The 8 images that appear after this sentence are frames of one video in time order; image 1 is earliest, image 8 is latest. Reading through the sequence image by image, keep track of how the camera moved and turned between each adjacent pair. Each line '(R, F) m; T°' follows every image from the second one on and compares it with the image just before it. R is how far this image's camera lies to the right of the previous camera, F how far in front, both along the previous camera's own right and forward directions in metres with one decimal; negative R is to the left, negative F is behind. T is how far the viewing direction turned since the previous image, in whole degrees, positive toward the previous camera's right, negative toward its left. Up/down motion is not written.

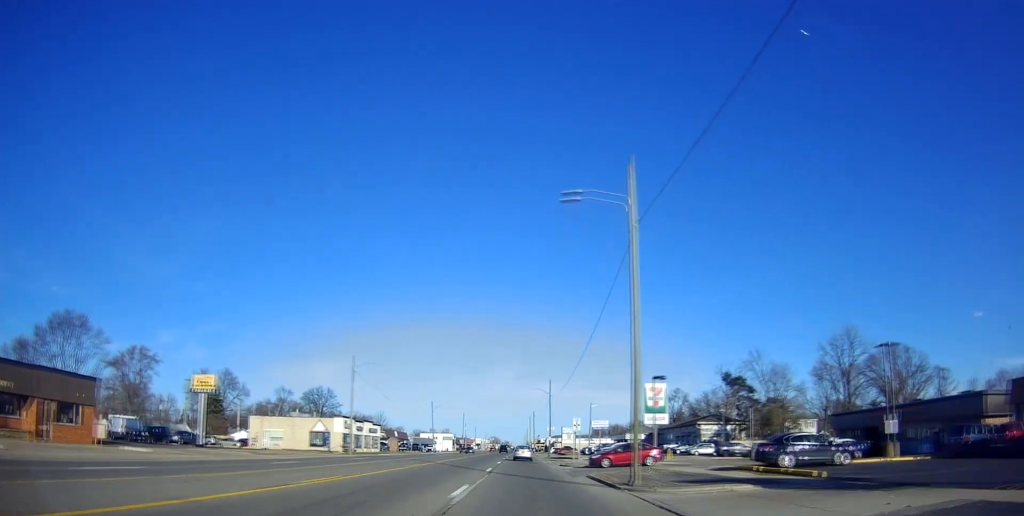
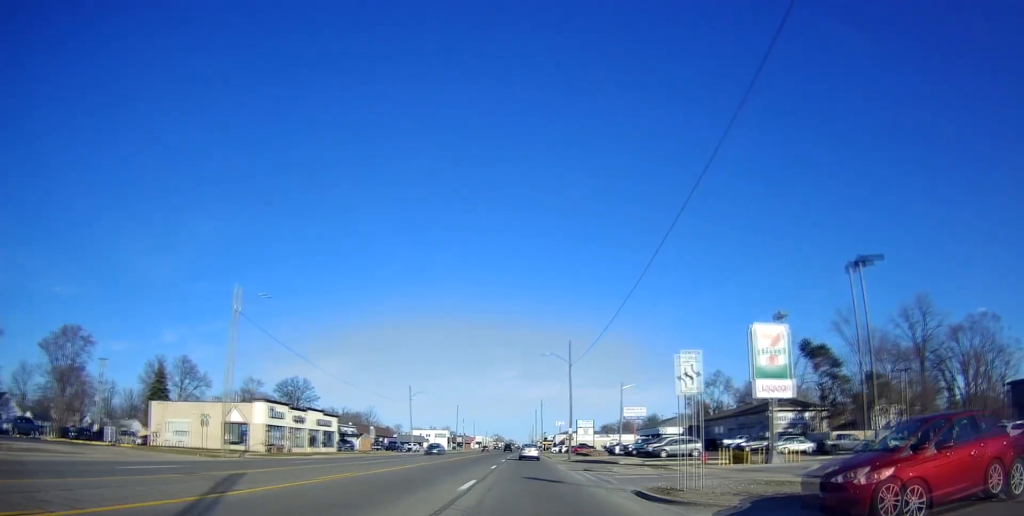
(+0.4, +28.7) m; +1°
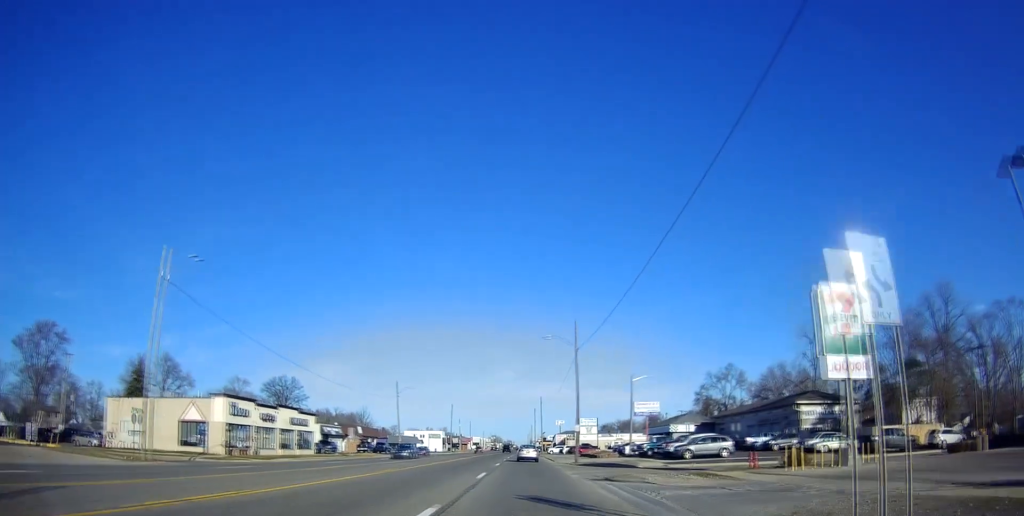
(0.0, +8.4) m; -1°
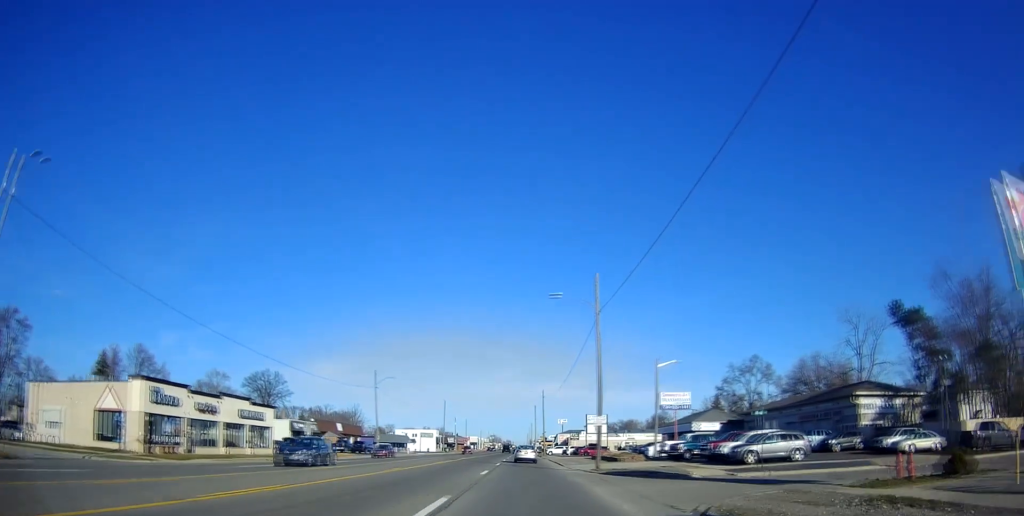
(-0.1, +12.9) m; -1°
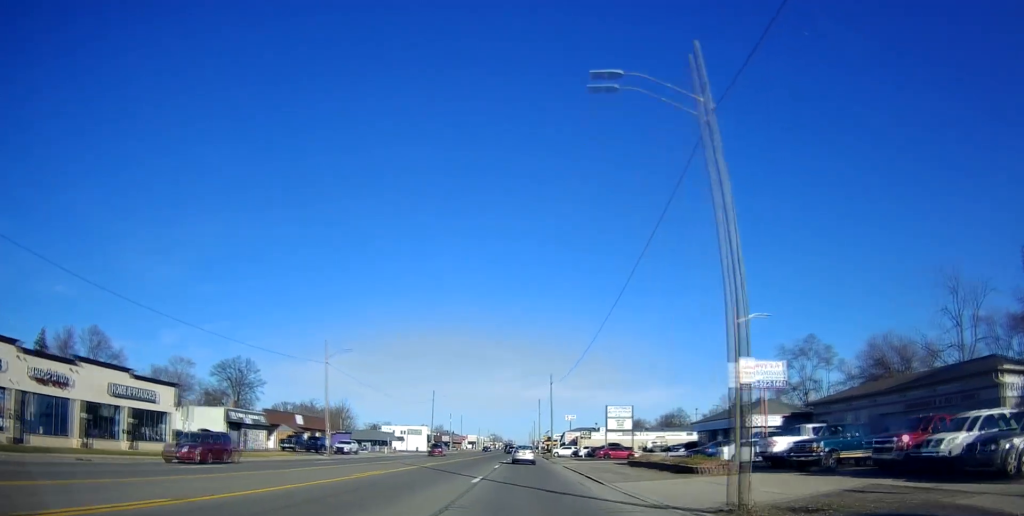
(-0.4, +20.5) m; -1°
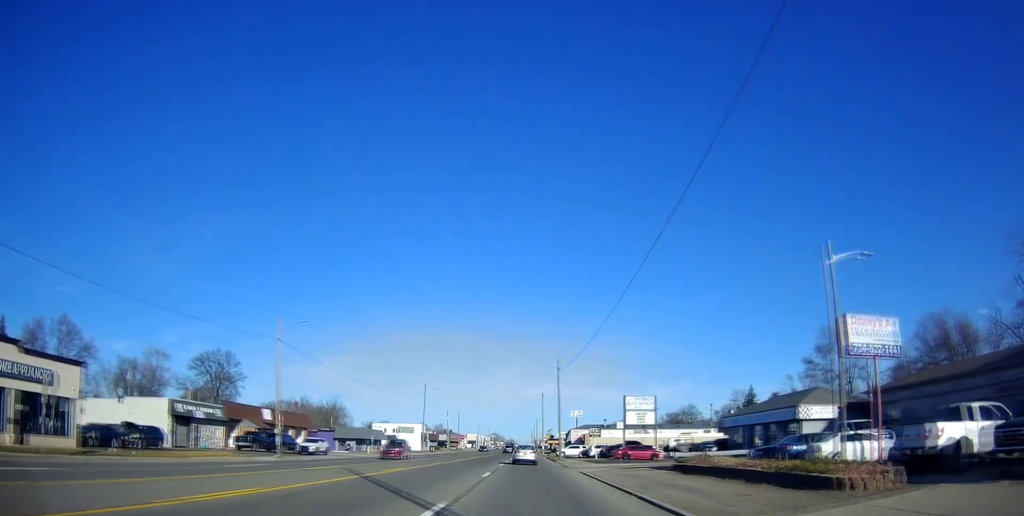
(-0.1, +12.0) m; +1°
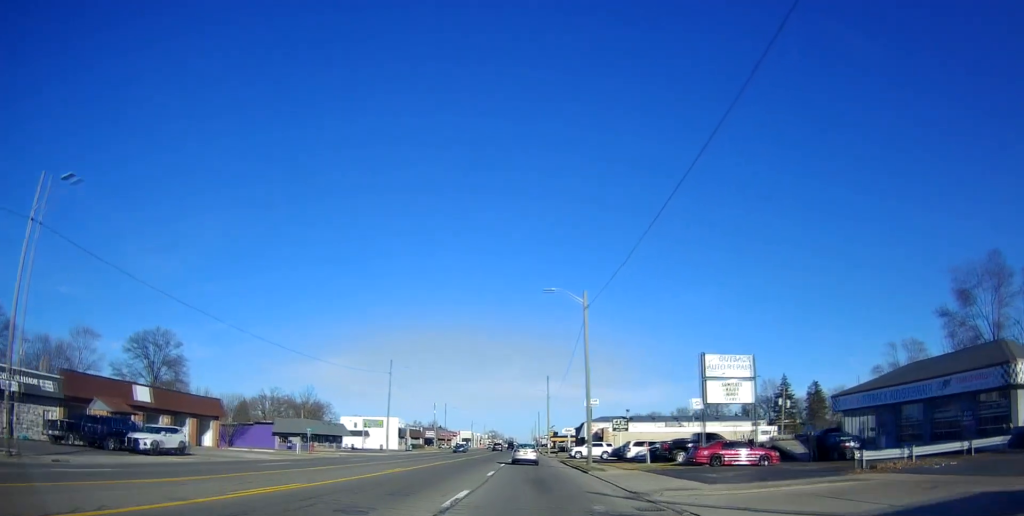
(+0.4, +27.2) m; -1°
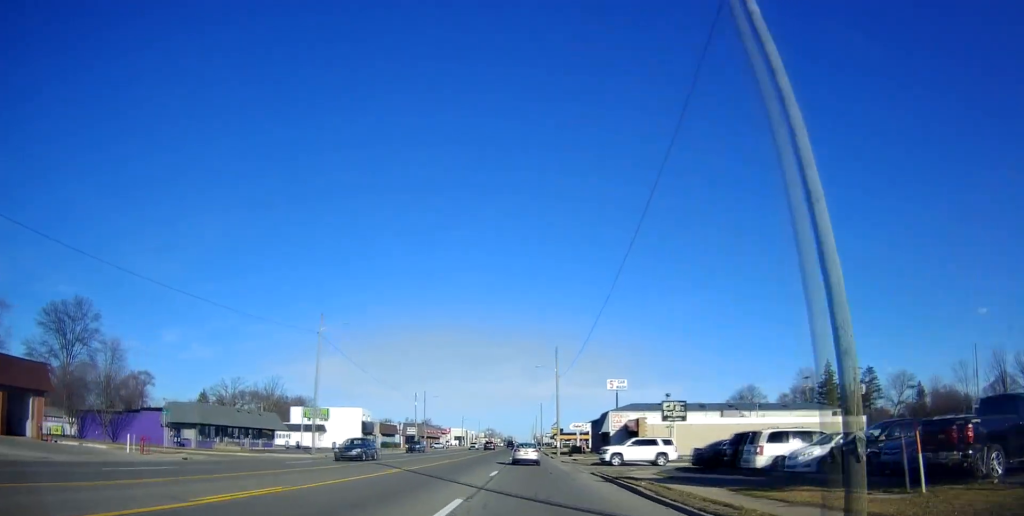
(-0.5, +27.1) m; +1°
